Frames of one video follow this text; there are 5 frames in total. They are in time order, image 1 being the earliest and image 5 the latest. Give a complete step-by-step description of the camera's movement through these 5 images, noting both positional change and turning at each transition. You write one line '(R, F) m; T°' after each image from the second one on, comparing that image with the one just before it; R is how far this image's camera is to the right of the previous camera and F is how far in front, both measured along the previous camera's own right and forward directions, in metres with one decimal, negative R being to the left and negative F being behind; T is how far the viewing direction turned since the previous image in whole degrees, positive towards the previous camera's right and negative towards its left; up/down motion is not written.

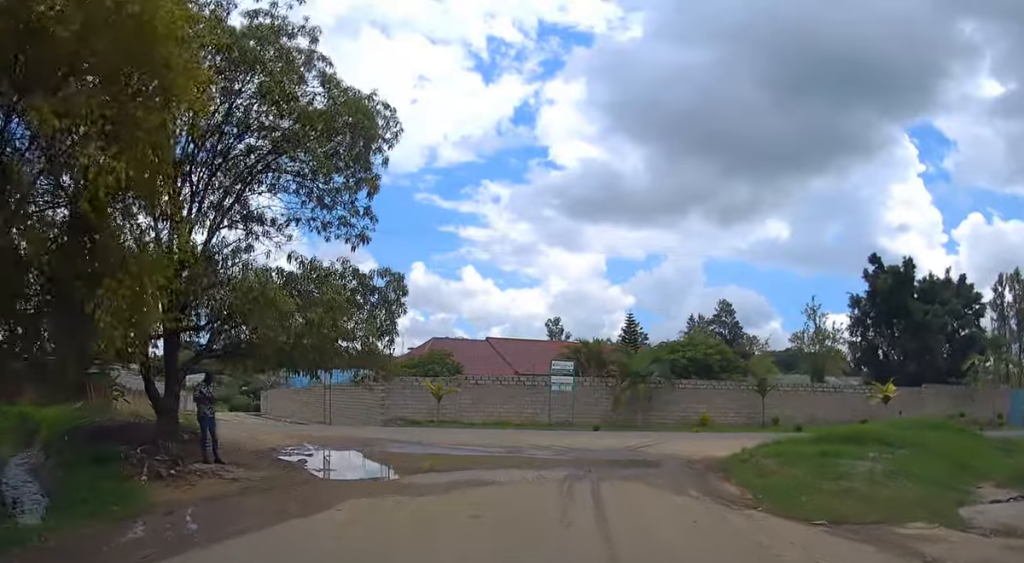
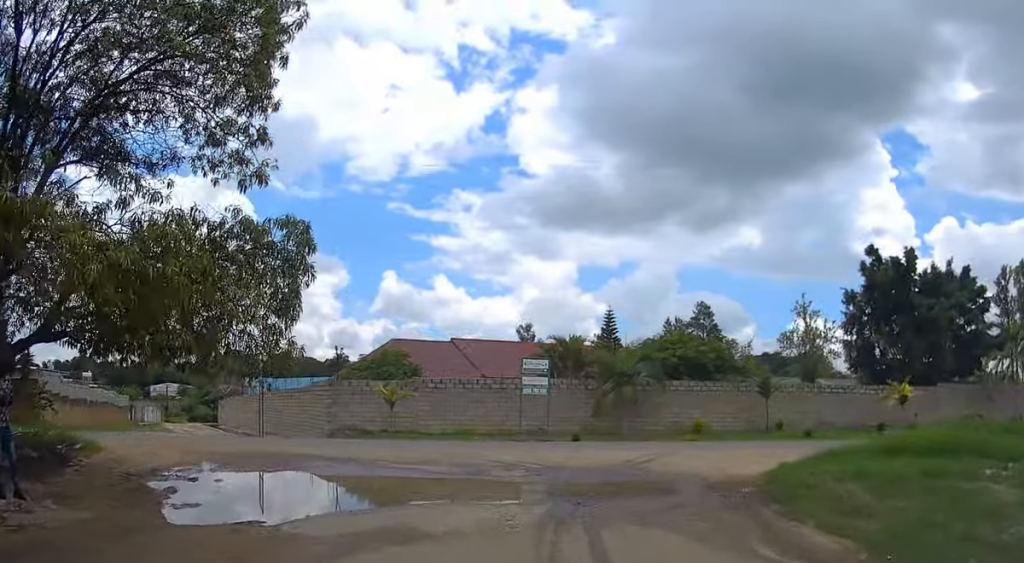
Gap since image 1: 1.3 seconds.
(+0.1, +5.3) m; +3°
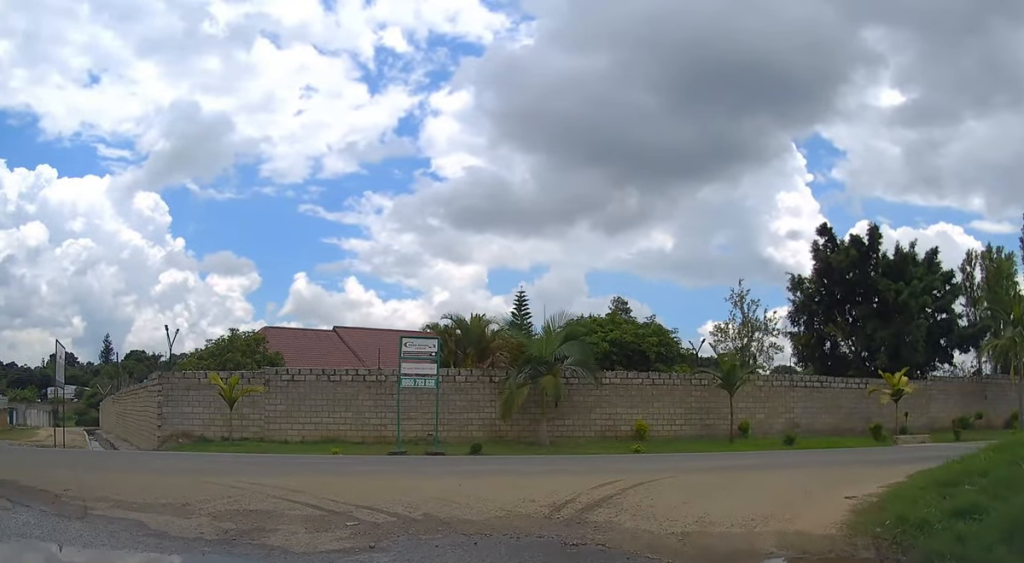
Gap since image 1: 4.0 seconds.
(+0.7, +9.1) m; +8°
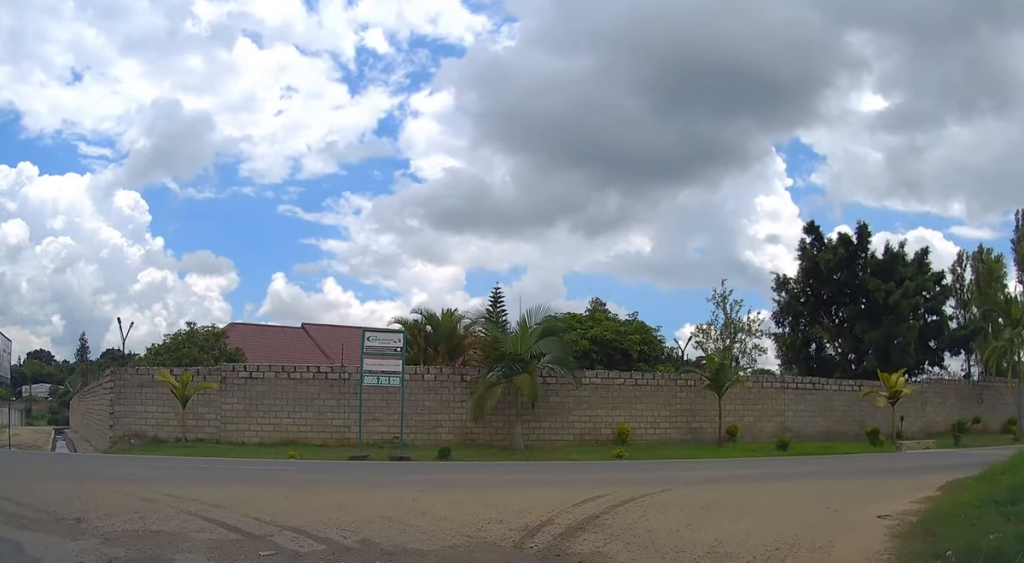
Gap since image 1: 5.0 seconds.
(0.0, +2.4) m; 0°
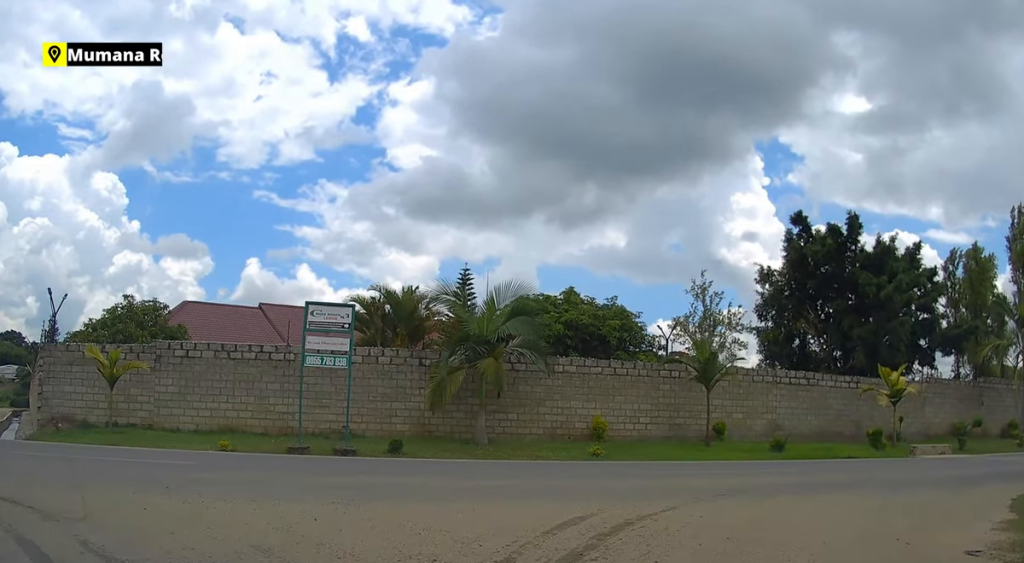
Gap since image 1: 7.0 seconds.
(+0.3, +2.6) m; +3°
